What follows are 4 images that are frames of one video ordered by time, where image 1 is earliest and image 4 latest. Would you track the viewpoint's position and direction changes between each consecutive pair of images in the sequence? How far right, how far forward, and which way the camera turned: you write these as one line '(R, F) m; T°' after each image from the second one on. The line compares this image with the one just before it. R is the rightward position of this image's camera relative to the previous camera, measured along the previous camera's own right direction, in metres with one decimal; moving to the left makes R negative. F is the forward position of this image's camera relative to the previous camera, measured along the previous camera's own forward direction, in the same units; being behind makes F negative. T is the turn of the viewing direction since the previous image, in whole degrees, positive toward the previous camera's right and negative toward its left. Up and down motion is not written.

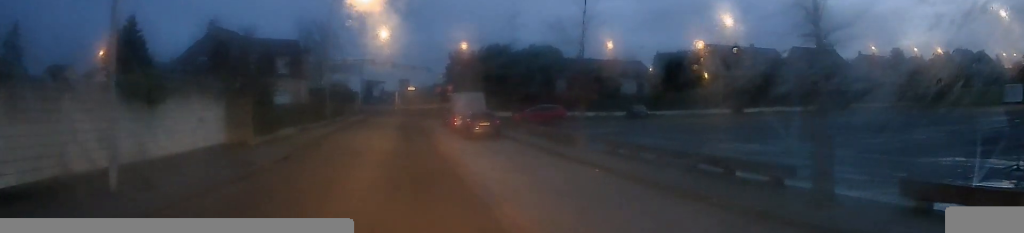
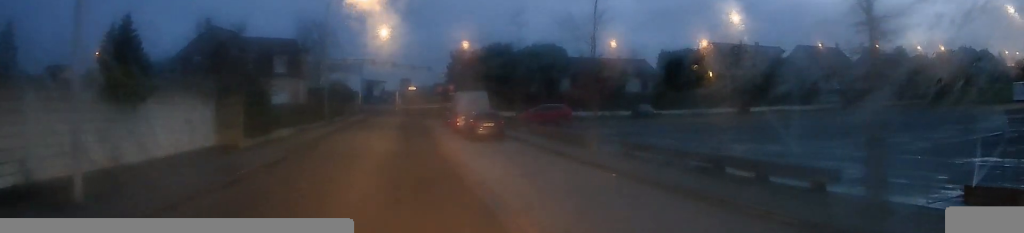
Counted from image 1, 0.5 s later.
(0.0, +2.0) m; +1°
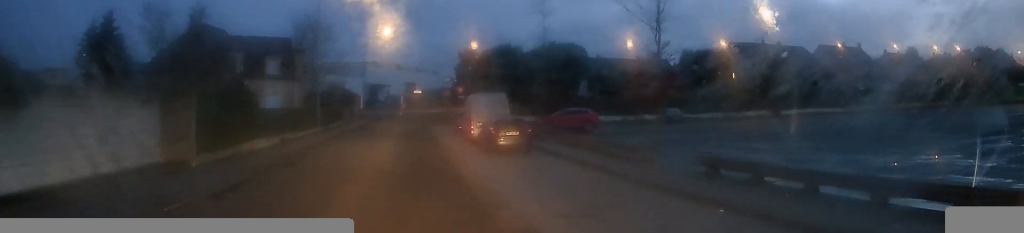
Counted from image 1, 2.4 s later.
(0.0, +6.6) m; -3°
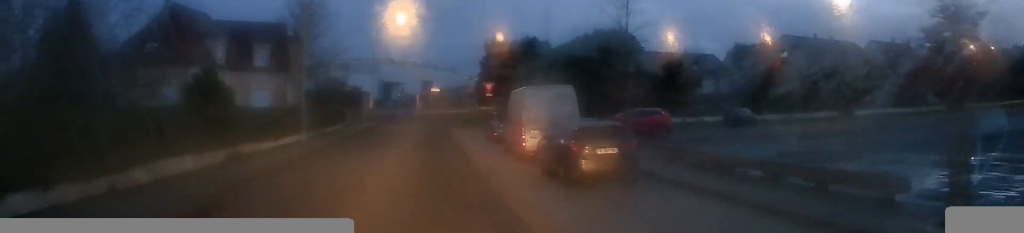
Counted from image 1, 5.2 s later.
(-0.5, +9.9) m; -4°
